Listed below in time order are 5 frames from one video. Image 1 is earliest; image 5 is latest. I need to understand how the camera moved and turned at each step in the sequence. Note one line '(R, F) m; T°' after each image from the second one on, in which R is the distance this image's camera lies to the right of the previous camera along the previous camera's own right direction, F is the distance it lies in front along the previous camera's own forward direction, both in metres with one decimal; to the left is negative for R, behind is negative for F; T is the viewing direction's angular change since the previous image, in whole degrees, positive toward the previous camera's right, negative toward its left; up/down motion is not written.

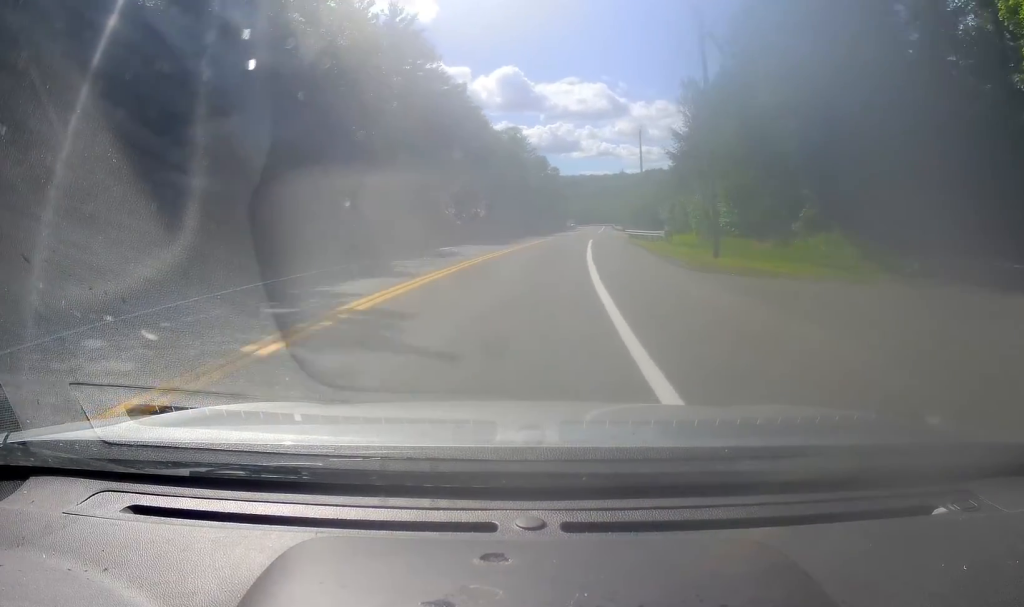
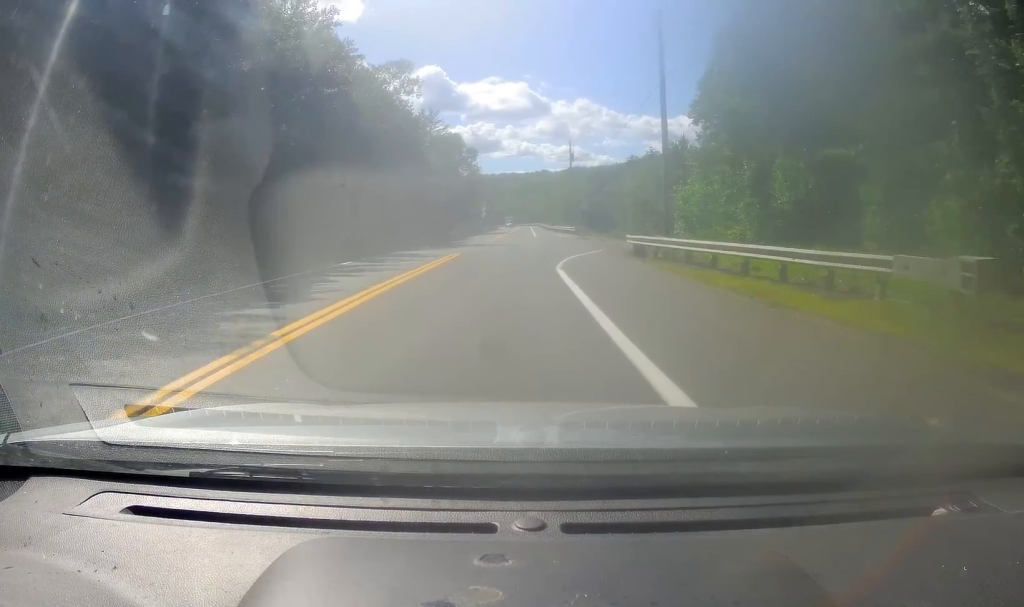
(+2.2, +39.1) m; +7°
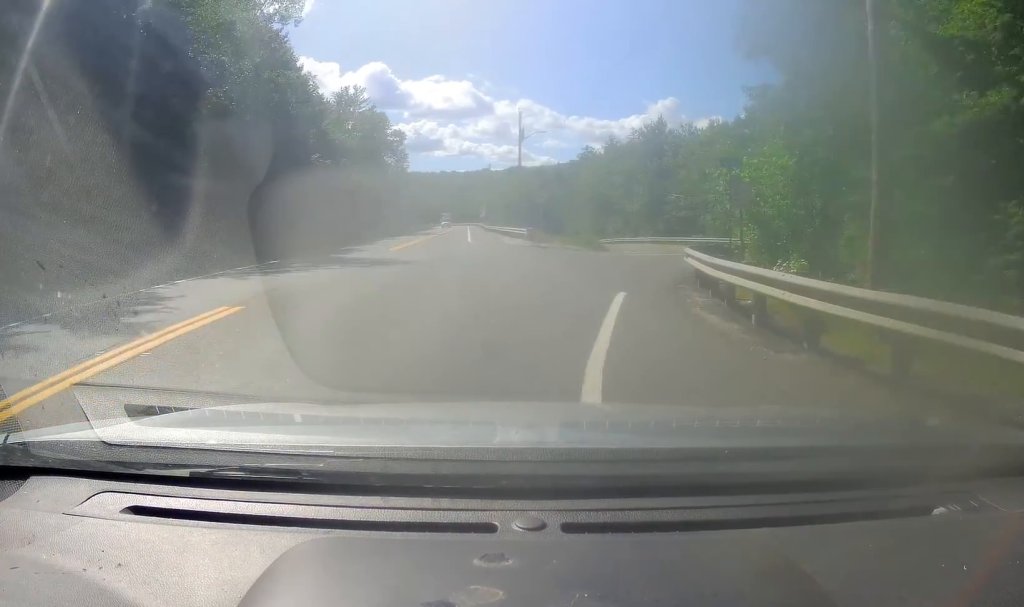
(+1.2, +21.8) m; +5°
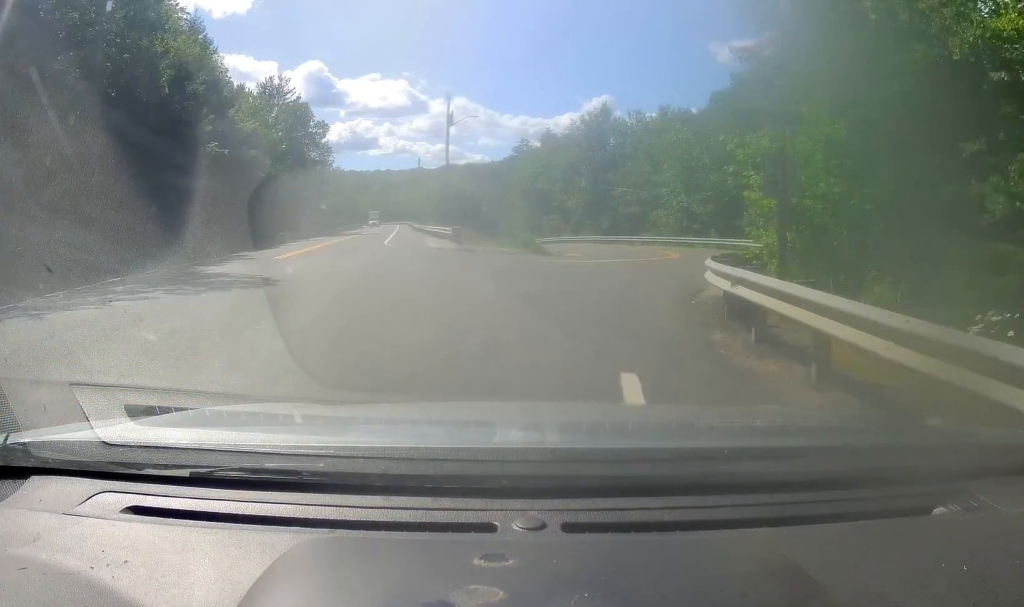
(0.0, +7.9) m; +3°
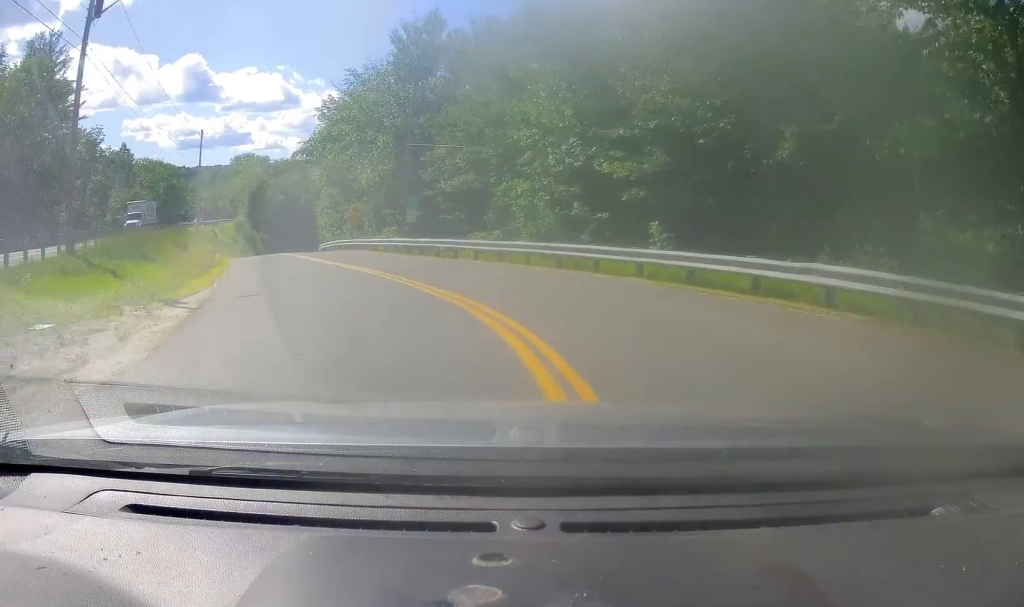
(+4.2, +27.8) m; +11°
